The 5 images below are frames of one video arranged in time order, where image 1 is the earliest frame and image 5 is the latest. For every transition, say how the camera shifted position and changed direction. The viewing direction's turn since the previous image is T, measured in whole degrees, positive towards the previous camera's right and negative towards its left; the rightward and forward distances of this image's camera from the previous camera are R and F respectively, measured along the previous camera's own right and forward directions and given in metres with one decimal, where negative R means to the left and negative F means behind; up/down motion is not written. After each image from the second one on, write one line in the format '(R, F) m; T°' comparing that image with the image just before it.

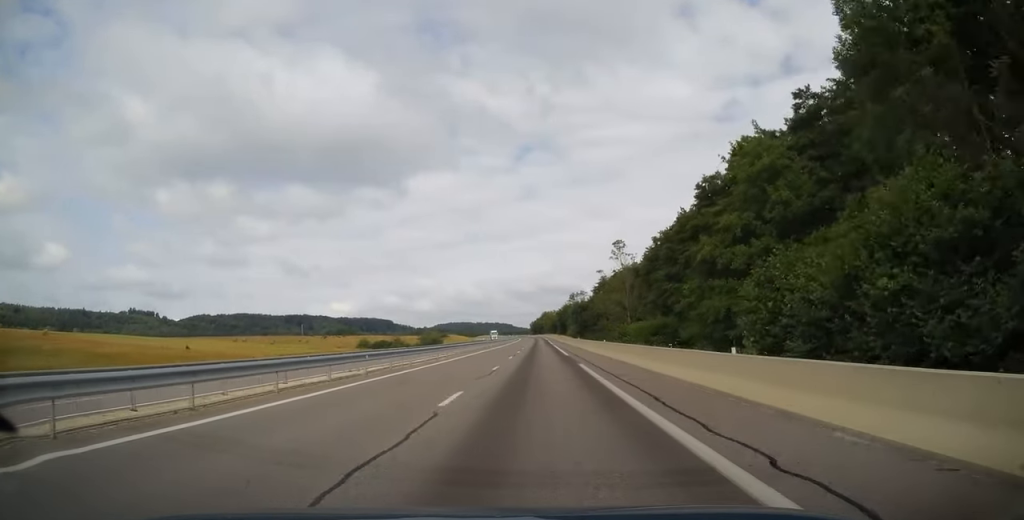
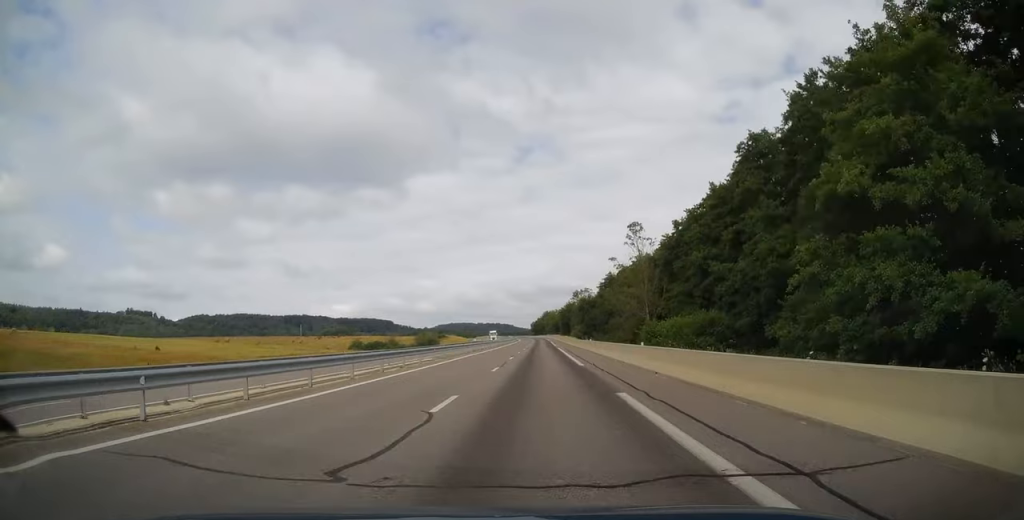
(+0.2, +13.6) m; 0°
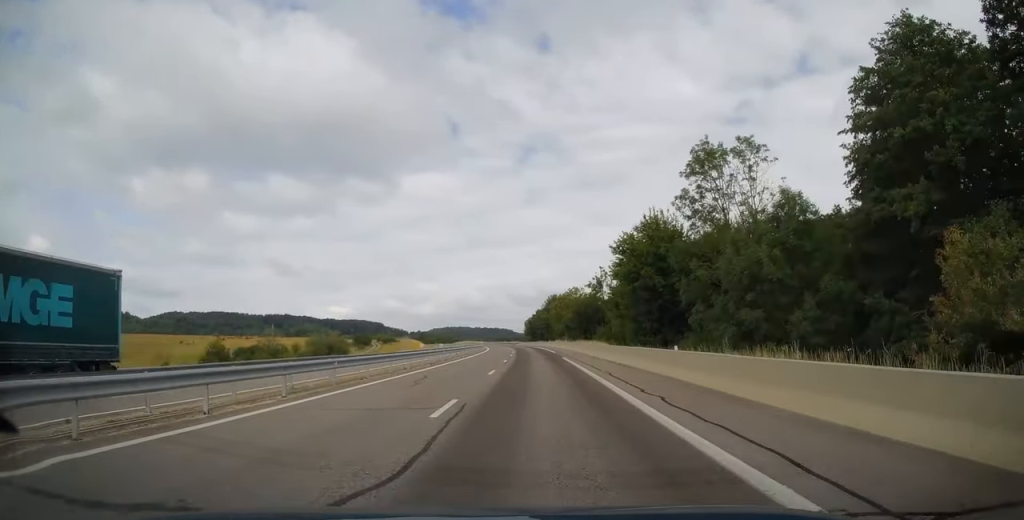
(-1.5, +129.4) m; -2°
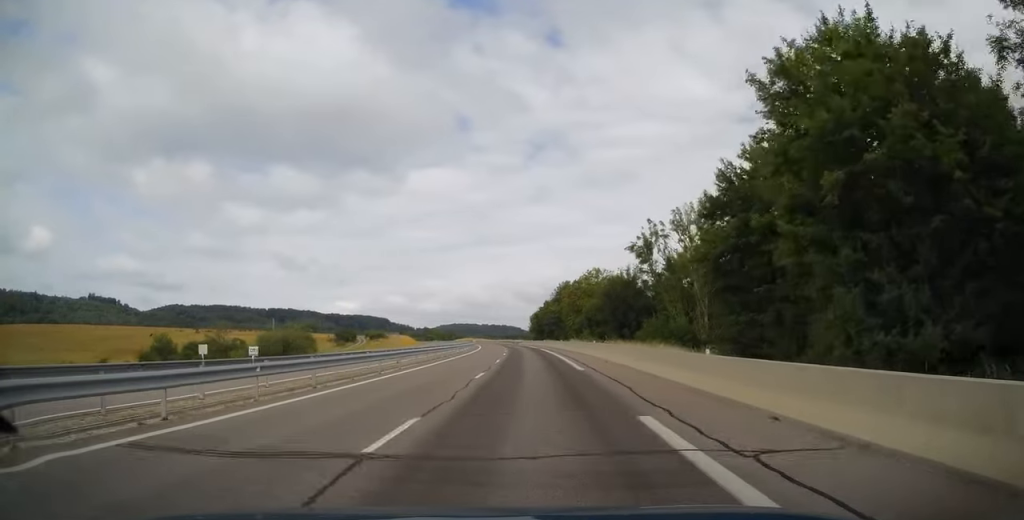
(-0.4, +29.2) m; -1°
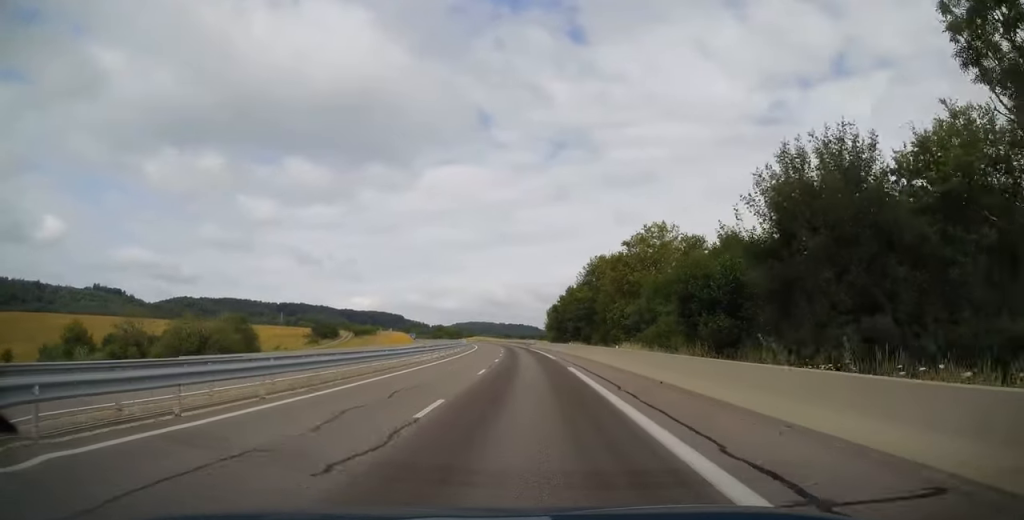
(-0.3, +35.5) m; -2°
